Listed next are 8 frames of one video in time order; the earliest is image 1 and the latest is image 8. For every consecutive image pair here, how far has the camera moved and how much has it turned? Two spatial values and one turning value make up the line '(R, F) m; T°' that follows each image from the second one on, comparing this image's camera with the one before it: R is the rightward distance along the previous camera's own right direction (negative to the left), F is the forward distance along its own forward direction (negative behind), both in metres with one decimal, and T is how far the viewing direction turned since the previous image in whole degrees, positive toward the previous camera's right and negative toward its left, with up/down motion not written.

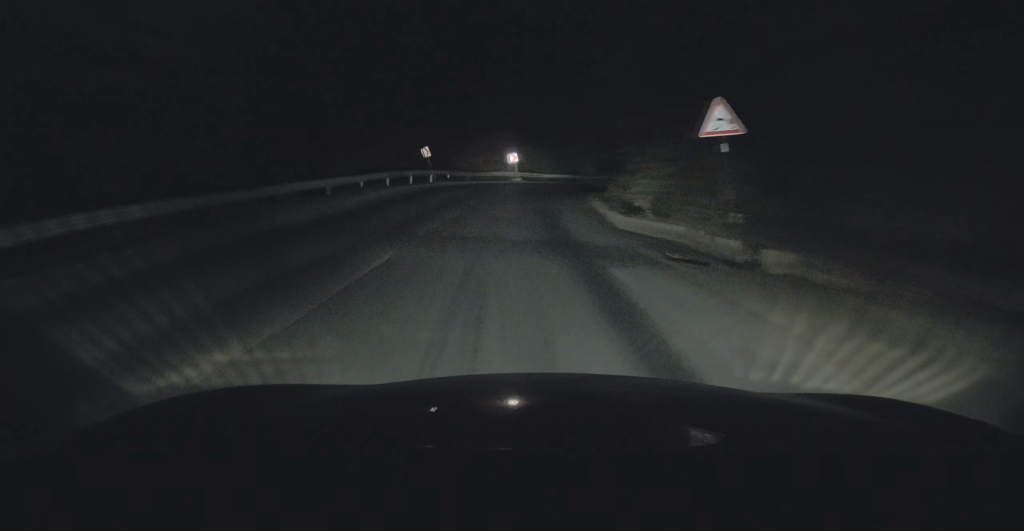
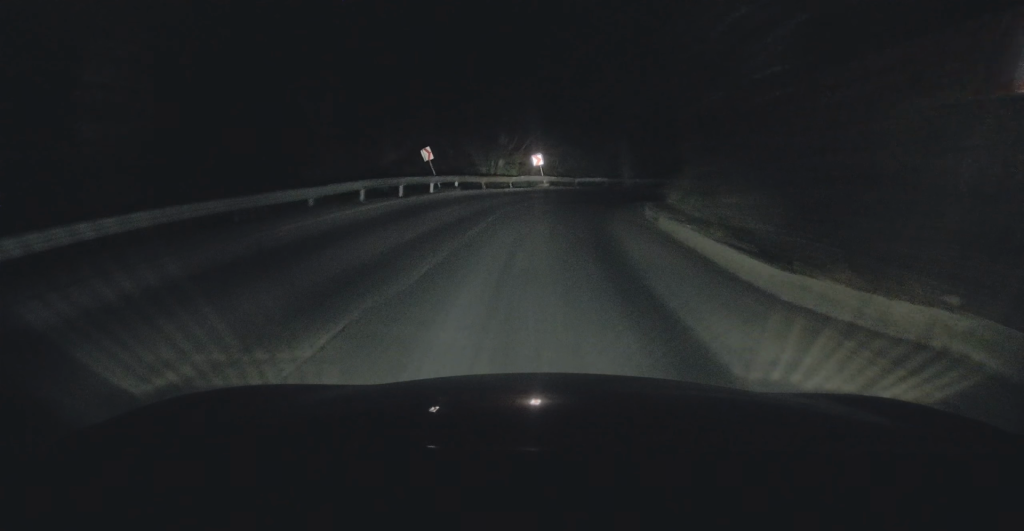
(0.0, +8.2) m; +2°
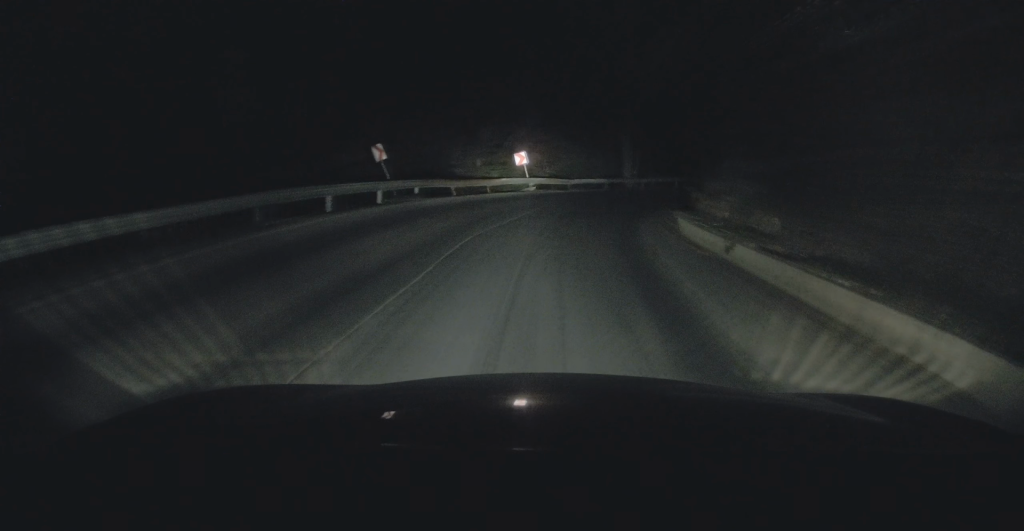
(+0.1, +6.9) m; +2°
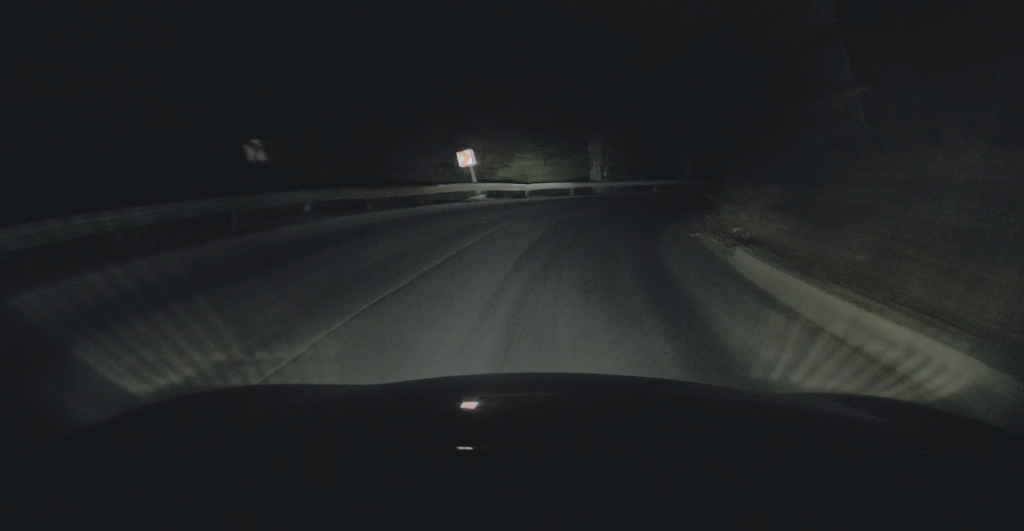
(+0.2, +7.6) m; +3°
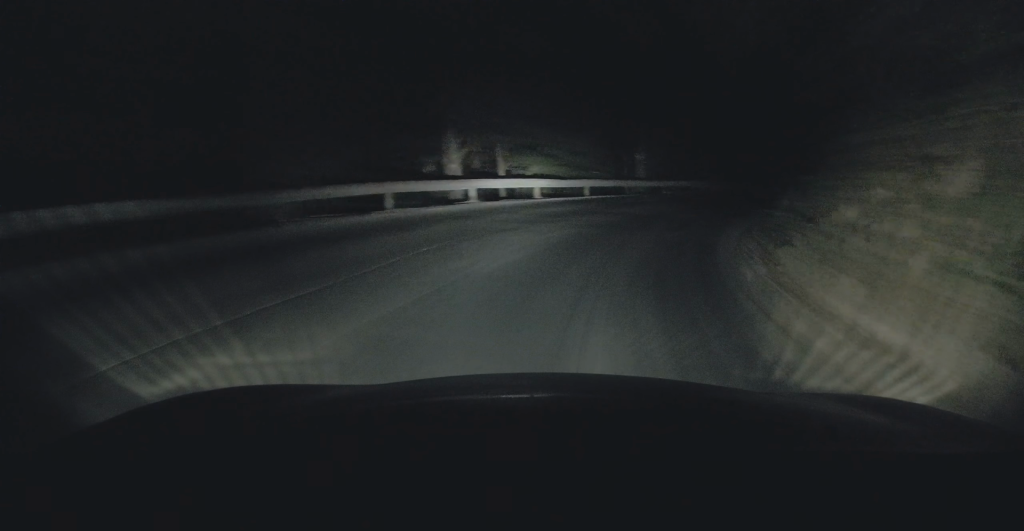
(+1.4, +21.9) m; +10°
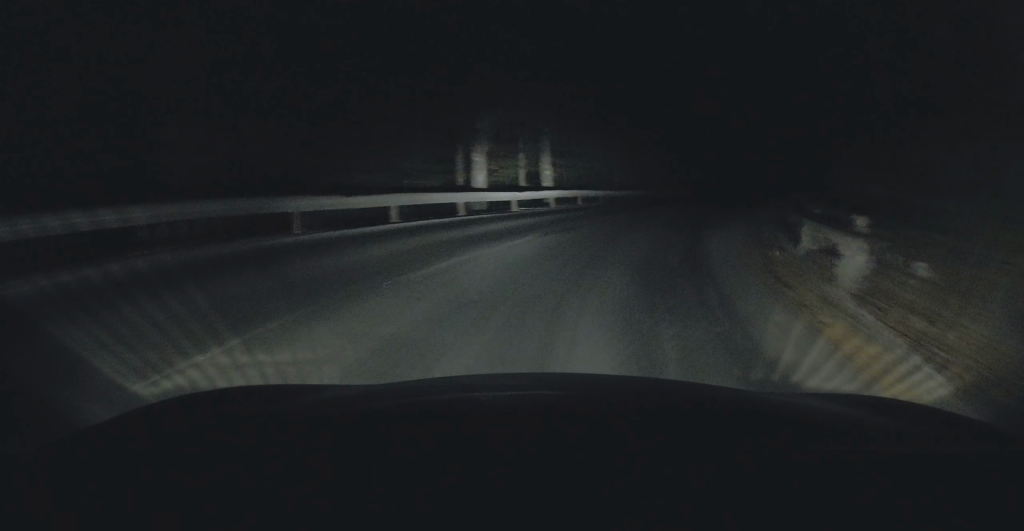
(+0.7, +9.3) m; +12°
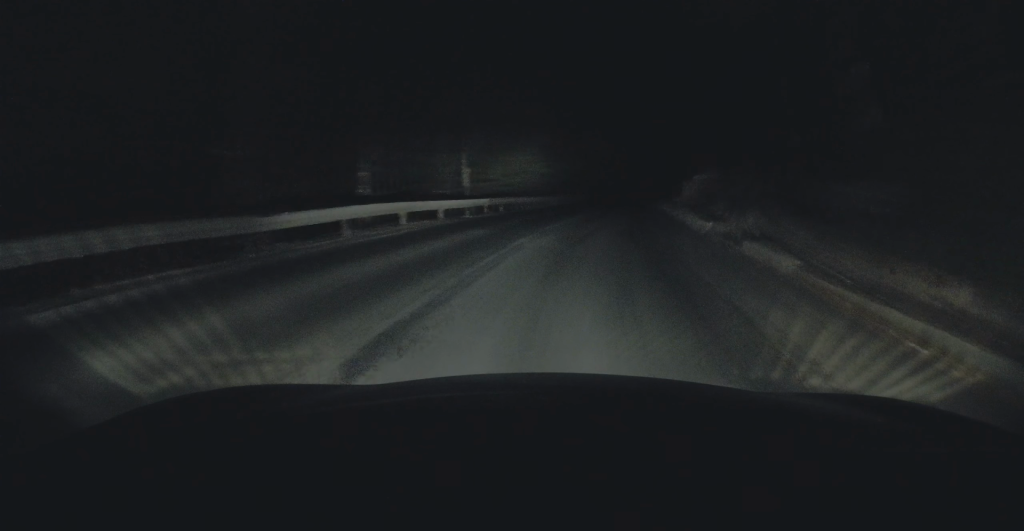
(+1.7, +10.1) m; +14°
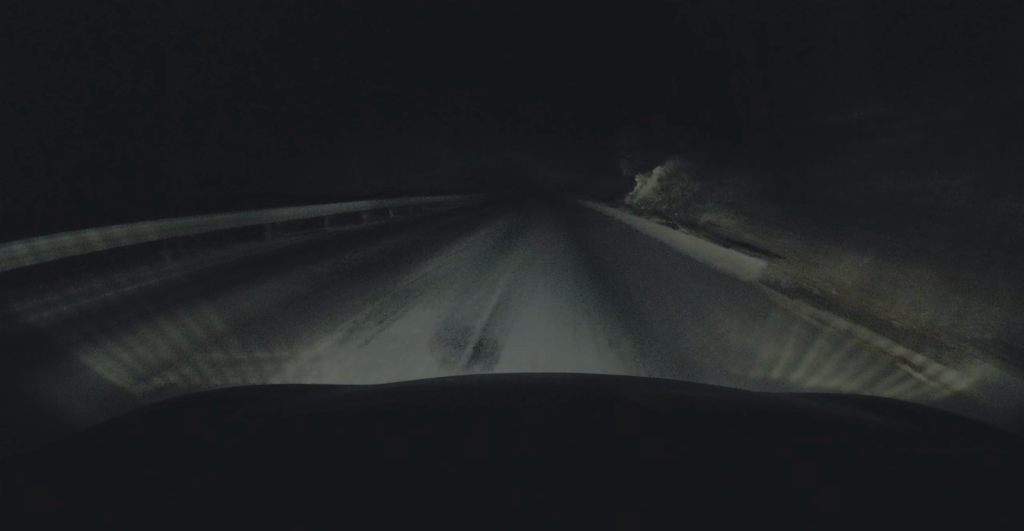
(+0.5, +7.8) m; +5°
